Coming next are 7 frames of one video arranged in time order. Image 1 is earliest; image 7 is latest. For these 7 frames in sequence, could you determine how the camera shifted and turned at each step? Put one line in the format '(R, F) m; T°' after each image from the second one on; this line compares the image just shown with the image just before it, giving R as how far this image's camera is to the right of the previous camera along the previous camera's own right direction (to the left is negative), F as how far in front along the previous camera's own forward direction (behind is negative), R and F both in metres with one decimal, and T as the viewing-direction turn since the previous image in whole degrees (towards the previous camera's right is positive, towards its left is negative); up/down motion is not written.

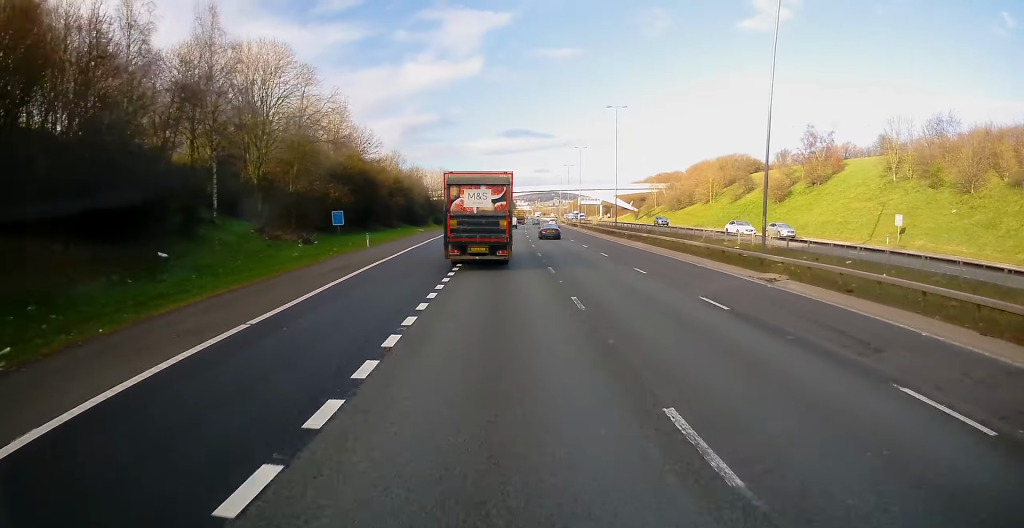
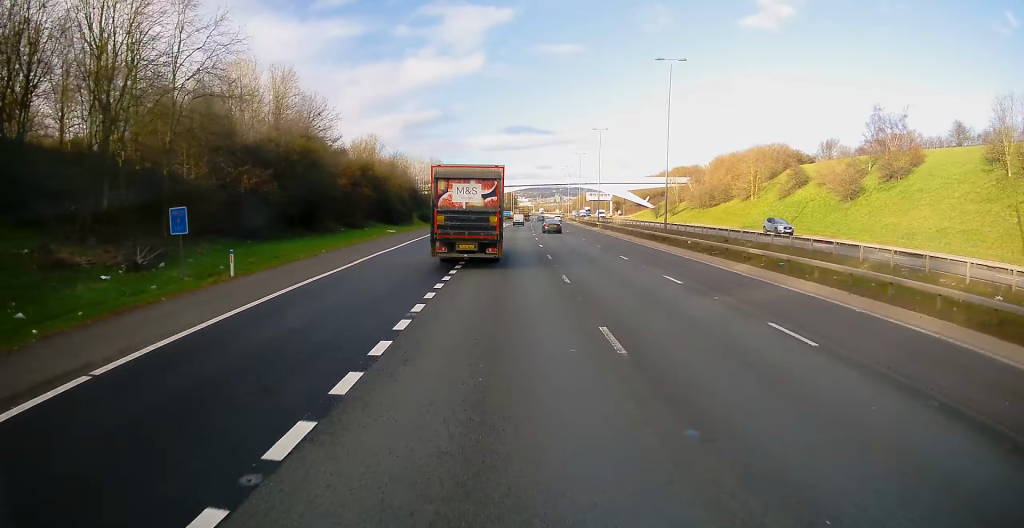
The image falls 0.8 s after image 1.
(+0.3, +22.1) m; 0°
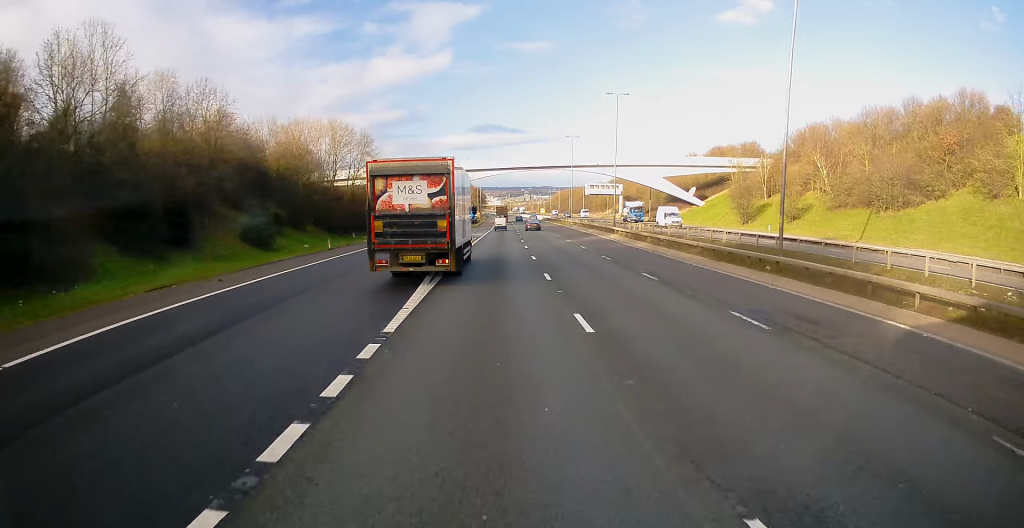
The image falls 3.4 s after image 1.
(+1.3, +69.7) m; +3°
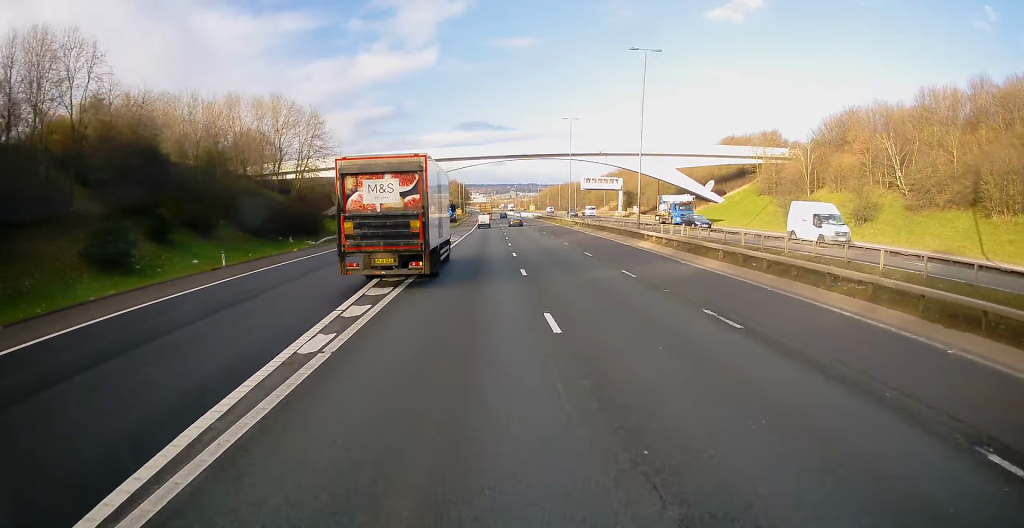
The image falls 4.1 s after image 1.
(+0.1, +18.1) m; +1°
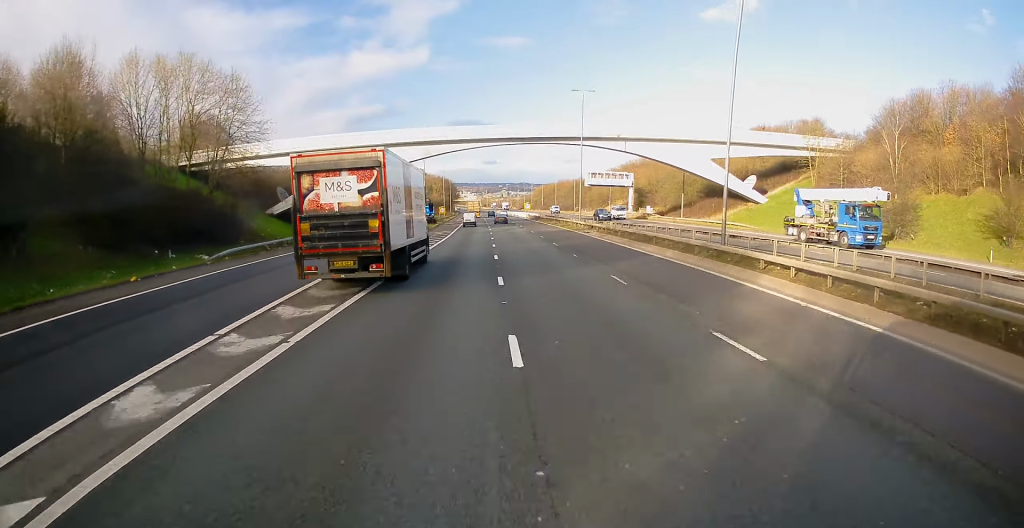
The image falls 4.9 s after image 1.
(+0.2, +20.9) m; +1°
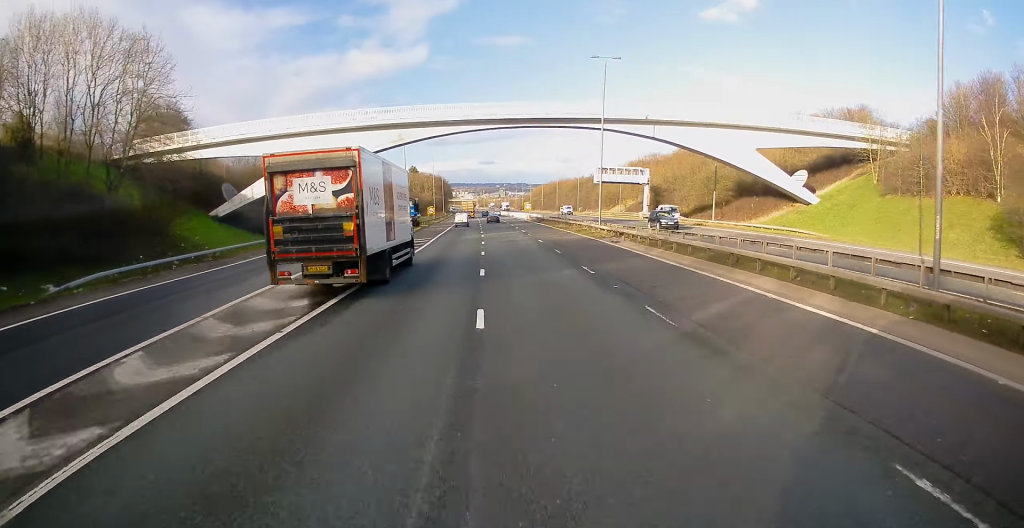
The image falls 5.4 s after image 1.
(+0.2, +15.5) m; 0°
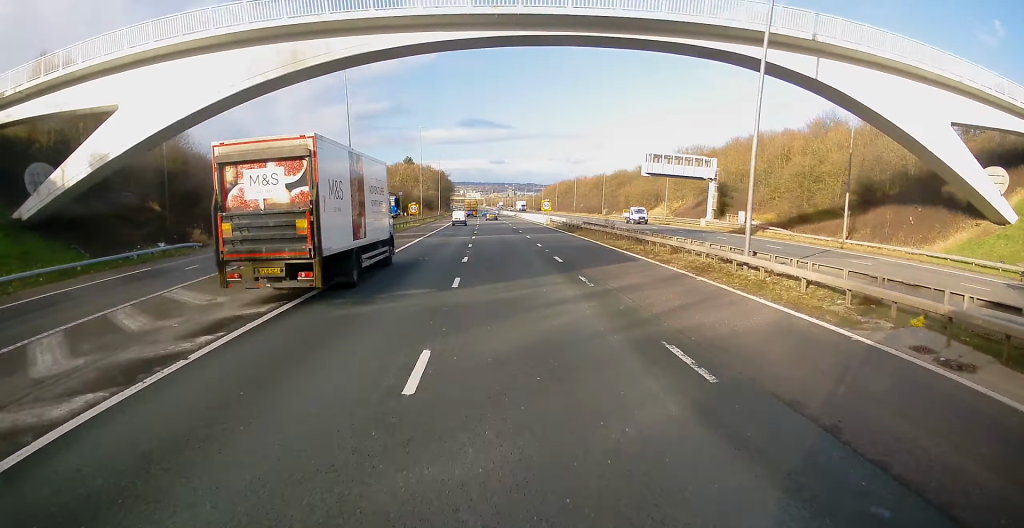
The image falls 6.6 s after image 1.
(0.0, +31.2) m; 0°
